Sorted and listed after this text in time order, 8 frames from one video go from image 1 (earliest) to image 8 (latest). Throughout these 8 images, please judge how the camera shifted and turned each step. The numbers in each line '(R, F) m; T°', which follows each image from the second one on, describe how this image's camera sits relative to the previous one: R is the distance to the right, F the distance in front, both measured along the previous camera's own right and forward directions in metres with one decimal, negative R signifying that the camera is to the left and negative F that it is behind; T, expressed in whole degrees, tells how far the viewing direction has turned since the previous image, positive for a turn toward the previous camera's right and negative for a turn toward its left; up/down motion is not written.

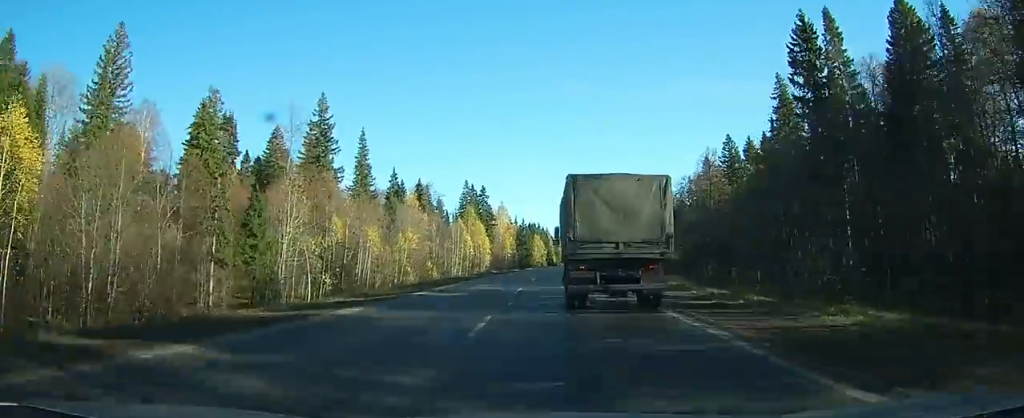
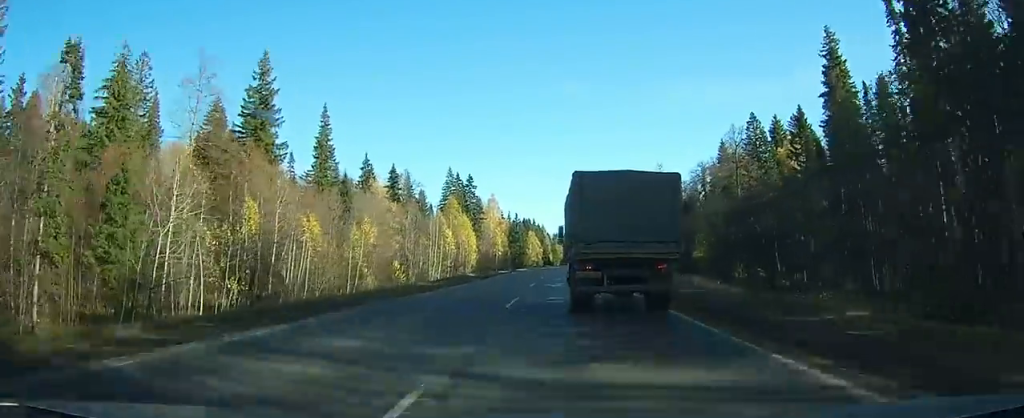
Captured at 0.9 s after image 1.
(+0.2, +18.8) m; 0°
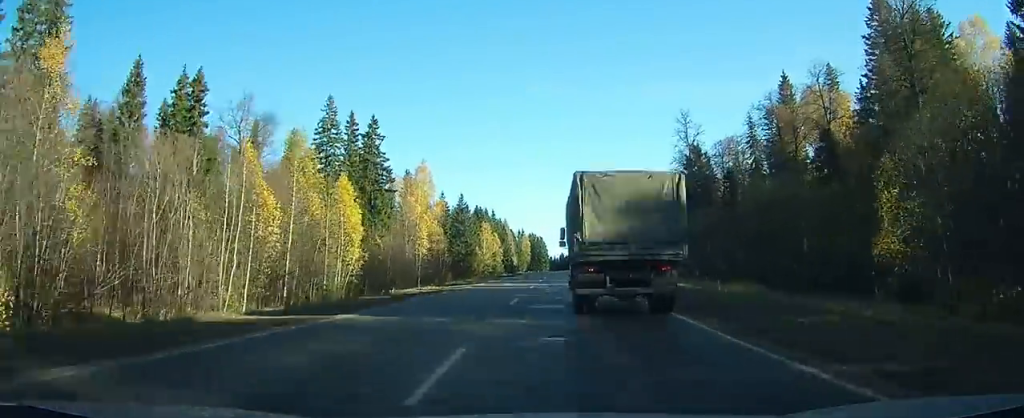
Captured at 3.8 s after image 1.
(+0.2, +57.2) m; +1°
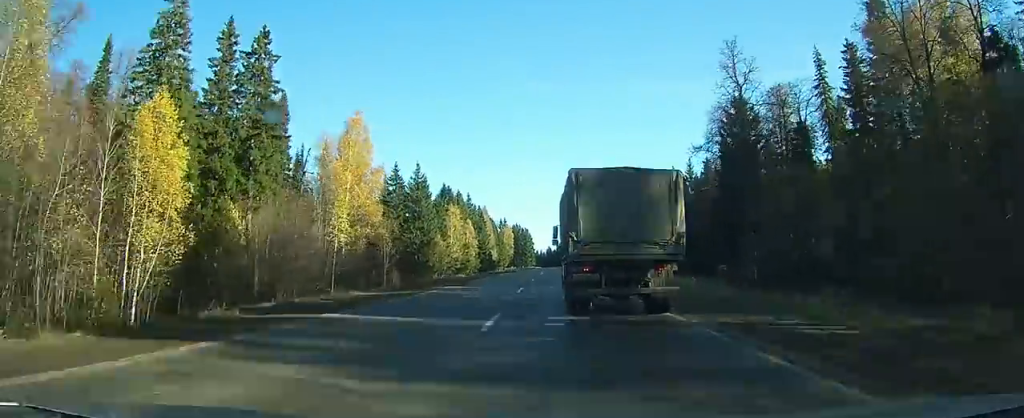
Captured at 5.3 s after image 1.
(+0.2, +30.6) m; +1°
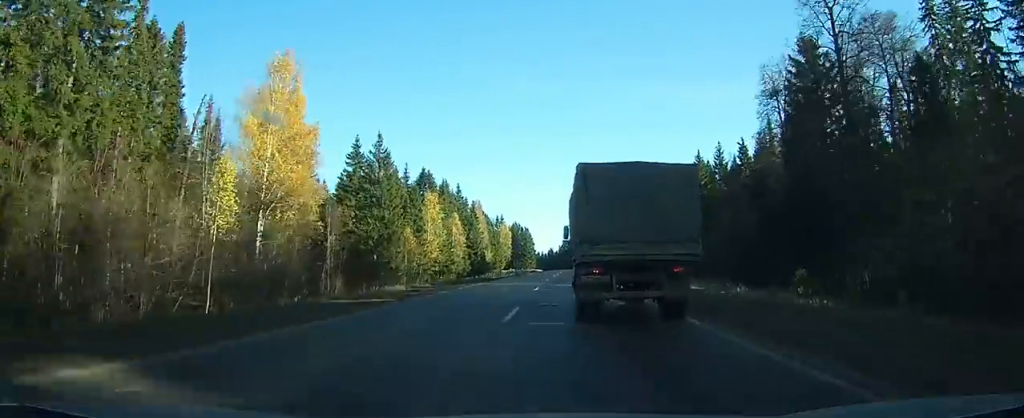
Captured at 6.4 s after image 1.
(+0.1, +21.5) m; +1°
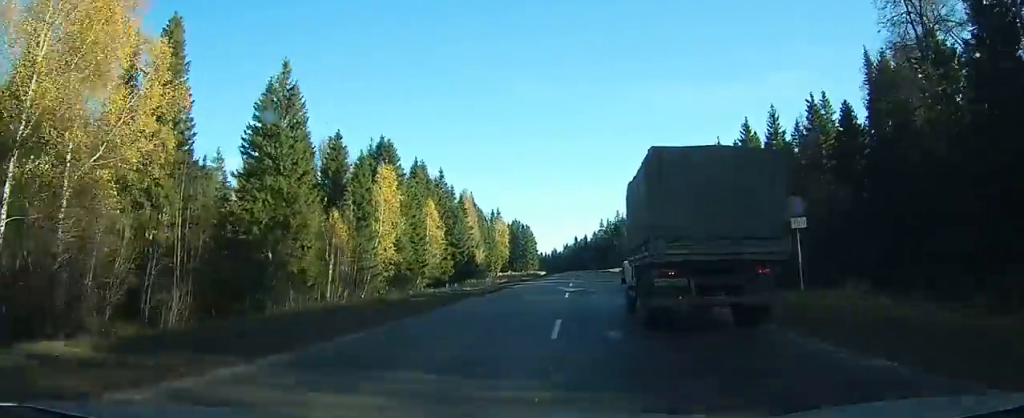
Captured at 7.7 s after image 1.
(+0.2, +26.0) m; +1°
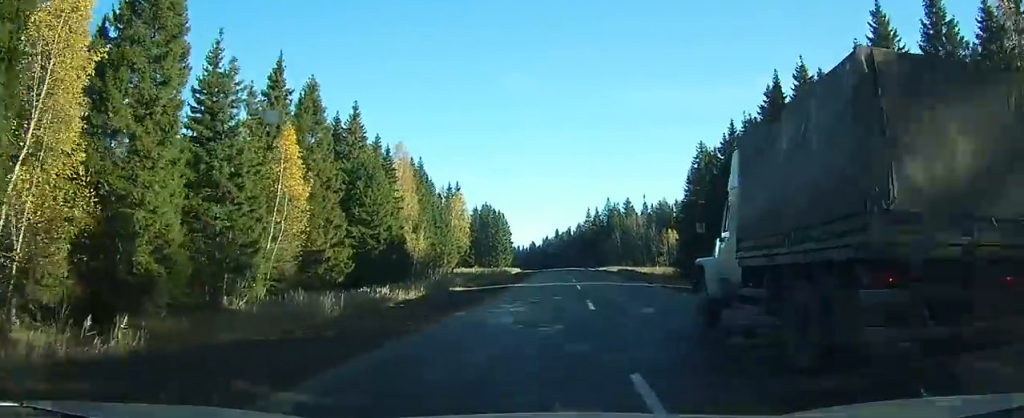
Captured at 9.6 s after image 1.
(+0.4, +40.9) m; +1°
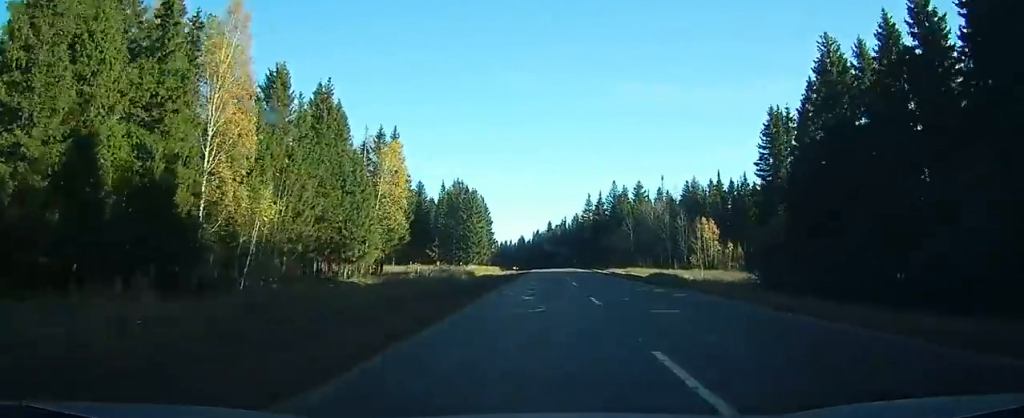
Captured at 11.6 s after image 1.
(+0.3, +44.0) m; +1°
